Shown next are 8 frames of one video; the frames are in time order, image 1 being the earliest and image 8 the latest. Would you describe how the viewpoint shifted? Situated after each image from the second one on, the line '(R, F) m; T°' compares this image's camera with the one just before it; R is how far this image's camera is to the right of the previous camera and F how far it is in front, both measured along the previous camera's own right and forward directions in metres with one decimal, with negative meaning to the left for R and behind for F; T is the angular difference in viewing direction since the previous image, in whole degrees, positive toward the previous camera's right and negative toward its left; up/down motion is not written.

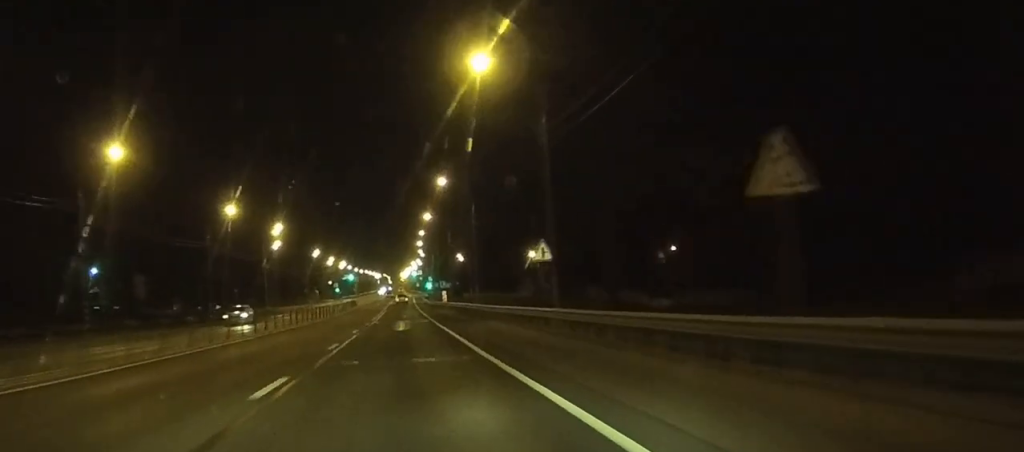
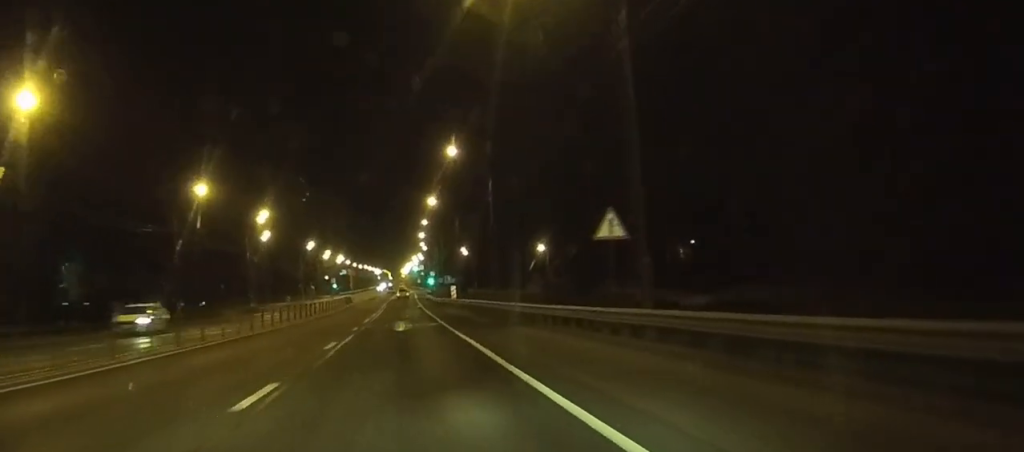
(-0.1, +13.4) m; 0°
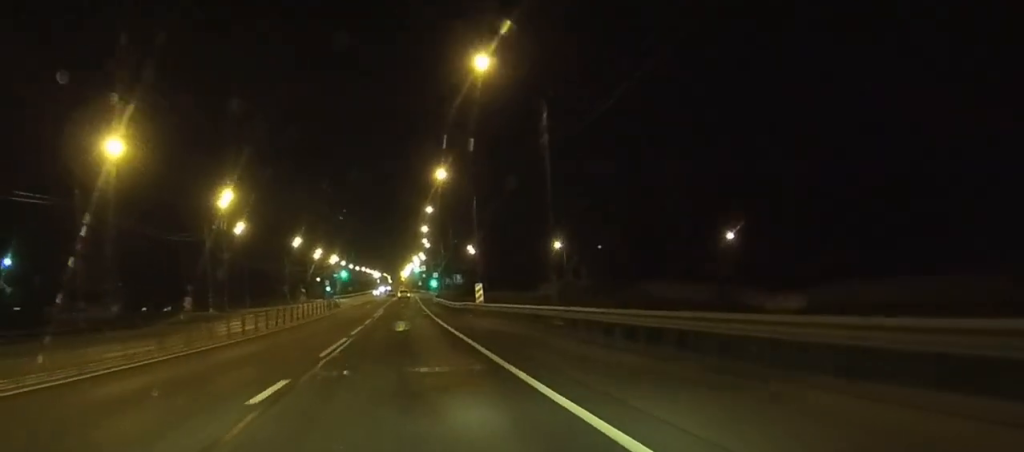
(+0.1, +22.8) m; 0°
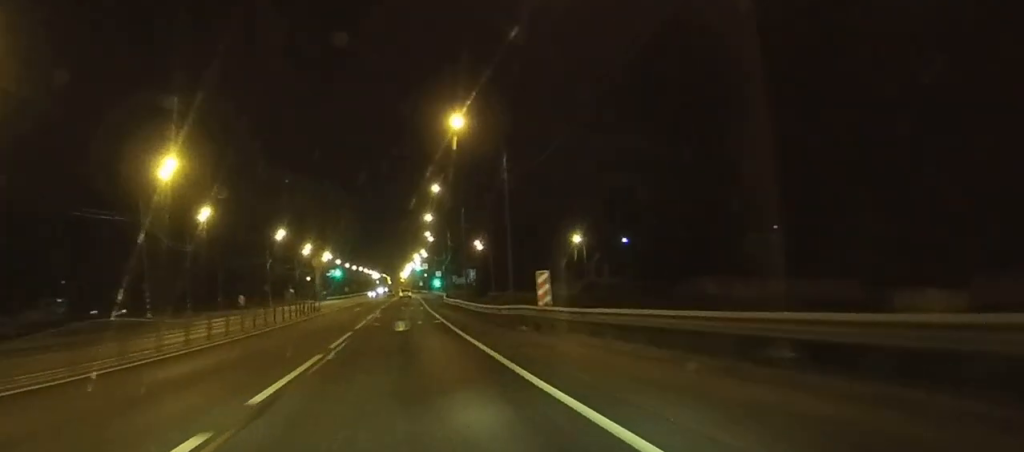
(0.0, +21.2) m; 0°
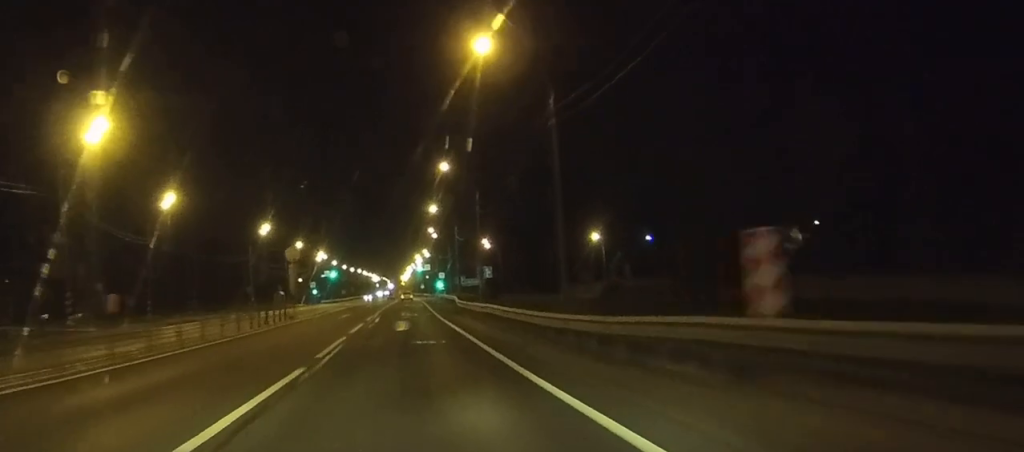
(0.0, +15.6) m; 0°
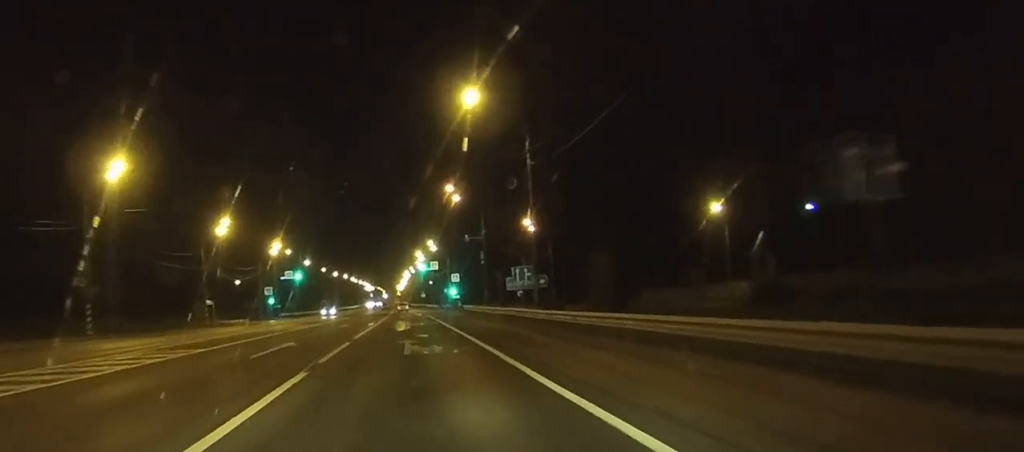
(-0.3, +61.4) m; 0°
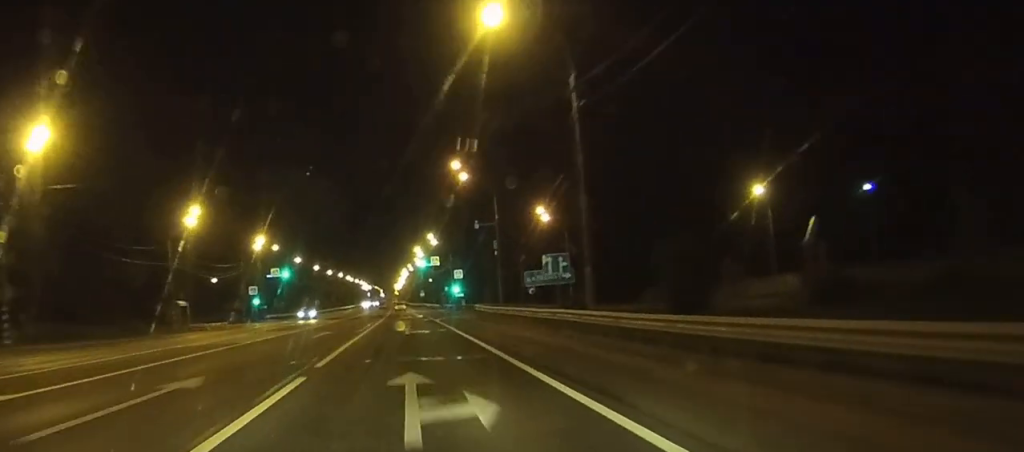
(+0.1, +12.3) m; 0°
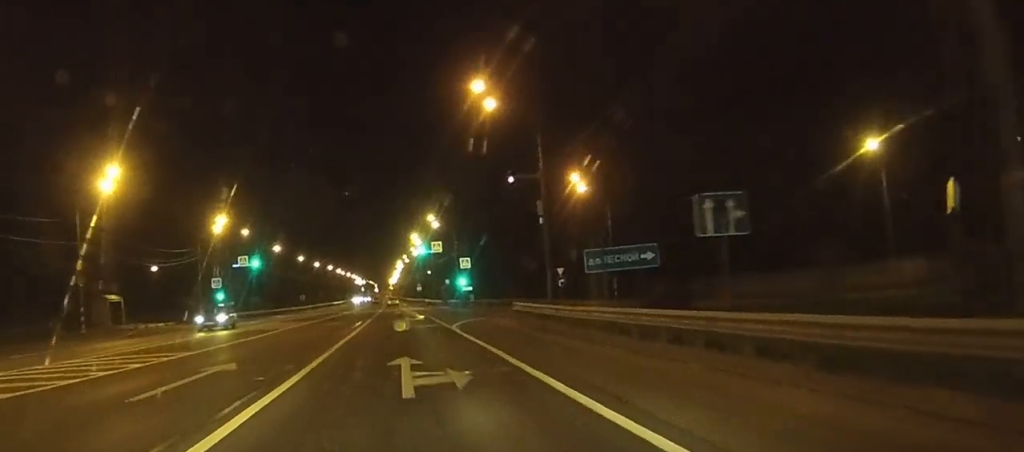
(0.0, +21.4) m; 0°
